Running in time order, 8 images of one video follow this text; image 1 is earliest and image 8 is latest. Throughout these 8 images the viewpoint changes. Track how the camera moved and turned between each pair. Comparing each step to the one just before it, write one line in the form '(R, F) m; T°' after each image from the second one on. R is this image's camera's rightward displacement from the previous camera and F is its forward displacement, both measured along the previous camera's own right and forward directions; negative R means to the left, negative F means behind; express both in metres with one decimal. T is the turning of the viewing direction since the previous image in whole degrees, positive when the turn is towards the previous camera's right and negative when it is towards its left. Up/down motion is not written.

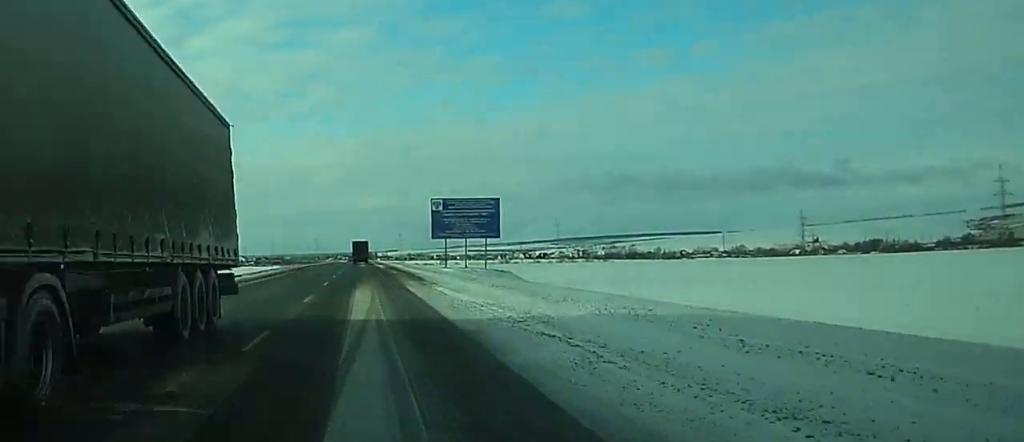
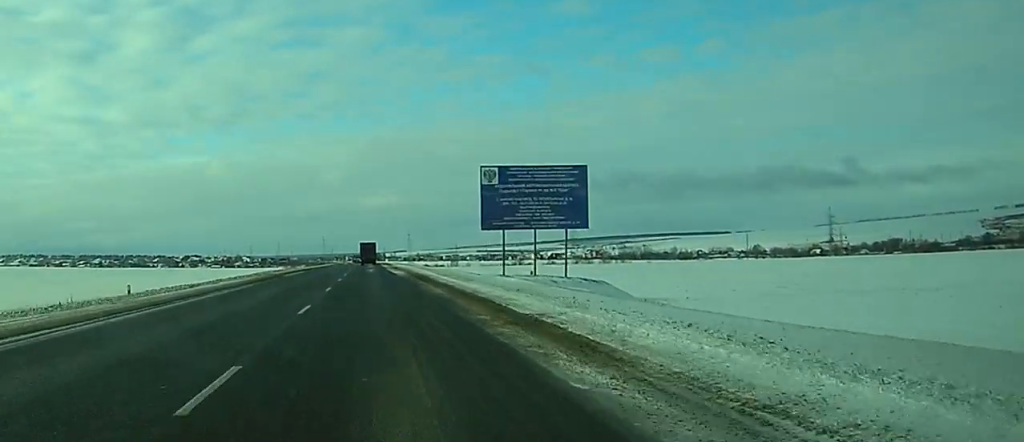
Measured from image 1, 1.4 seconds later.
(-0.1, +29.4) m; +1°
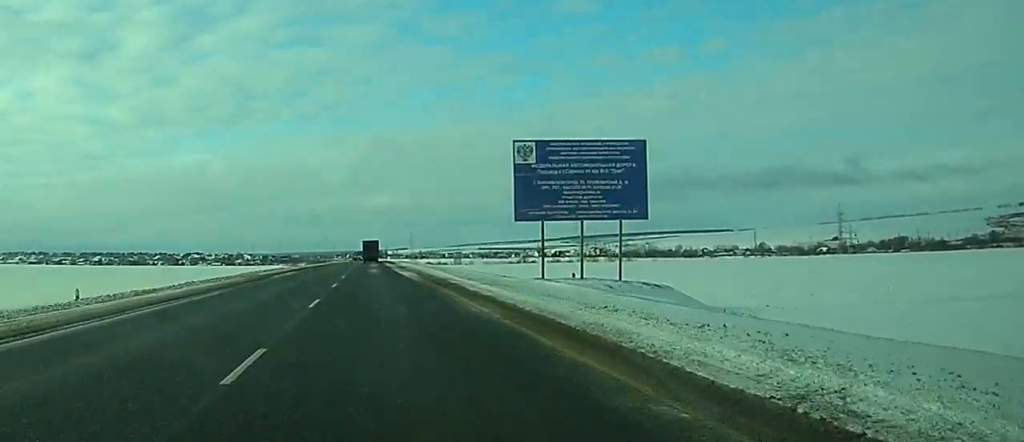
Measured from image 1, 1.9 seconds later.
(+0.2, +10.5) m; 0°
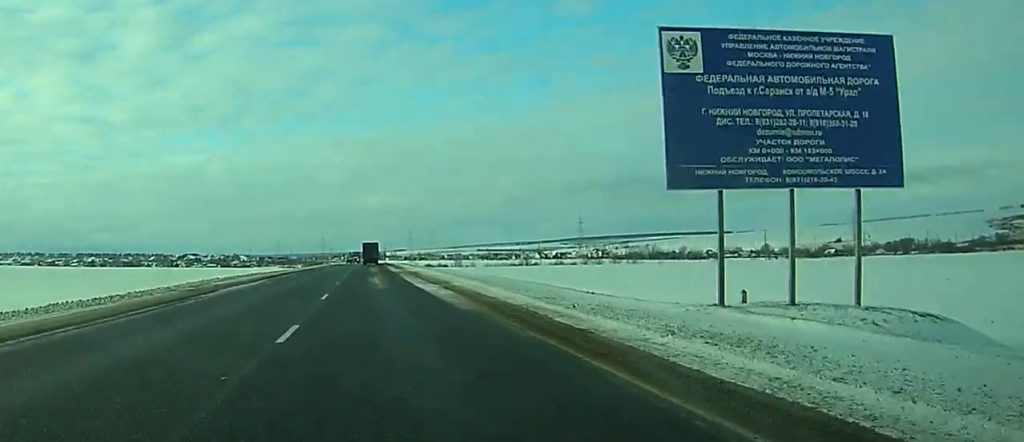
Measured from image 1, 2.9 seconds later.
(0.0, +20.3) m; 0°
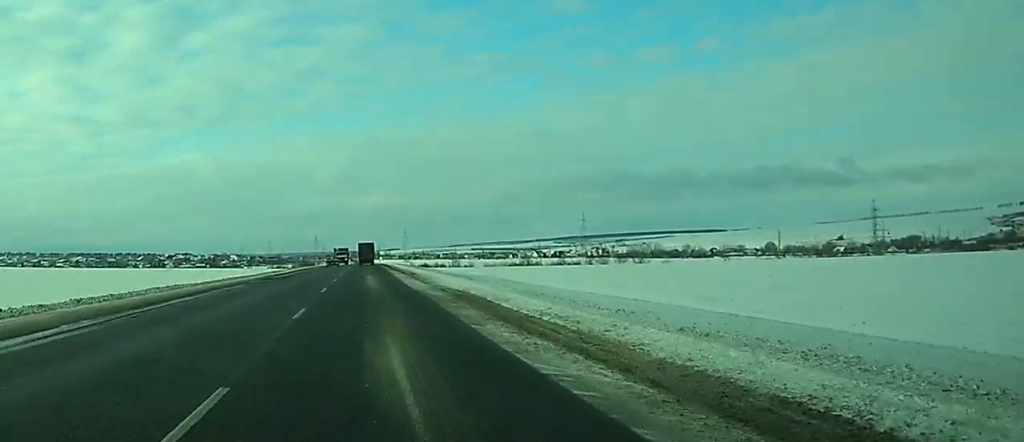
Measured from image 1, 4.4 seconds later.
(-0.1, +31.5) m; 0°
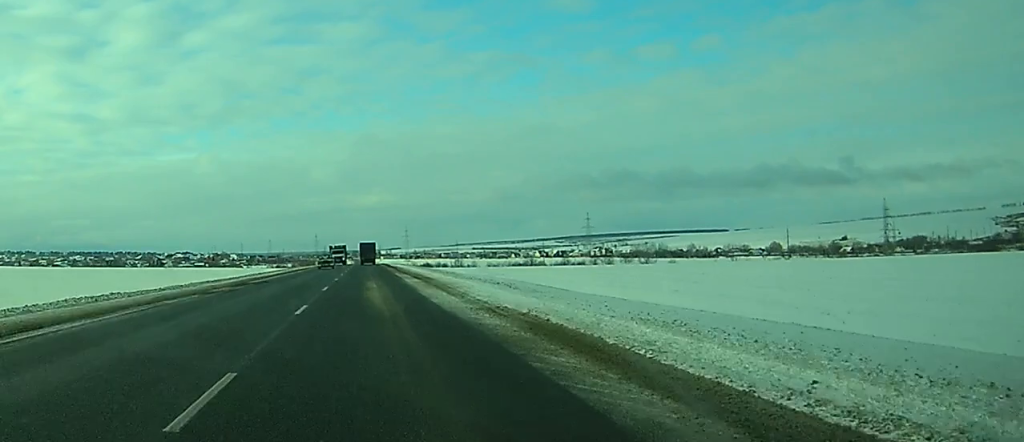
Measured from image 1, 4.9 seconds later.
(+0.1, +11.2) m; 0°
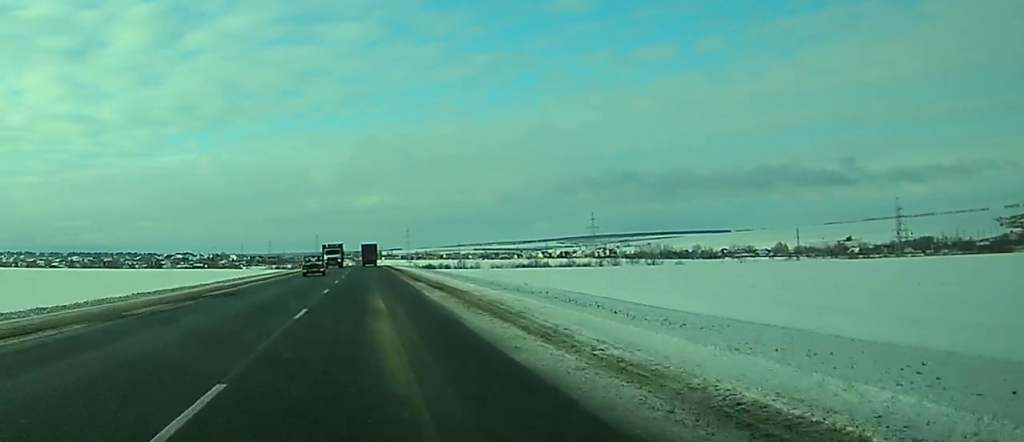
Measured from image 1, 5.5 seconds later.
(0.0, +12.5) m; 0°
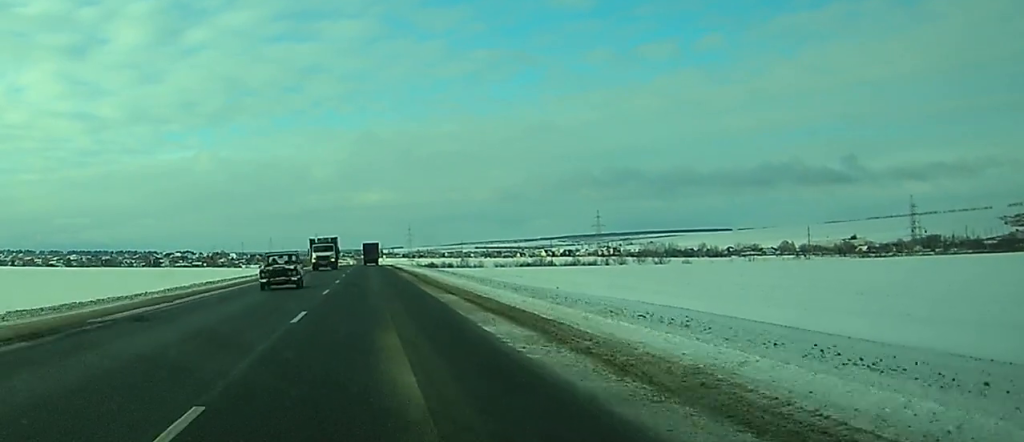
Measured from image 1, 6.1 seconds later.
(0.0, +13.2) m; 0°
